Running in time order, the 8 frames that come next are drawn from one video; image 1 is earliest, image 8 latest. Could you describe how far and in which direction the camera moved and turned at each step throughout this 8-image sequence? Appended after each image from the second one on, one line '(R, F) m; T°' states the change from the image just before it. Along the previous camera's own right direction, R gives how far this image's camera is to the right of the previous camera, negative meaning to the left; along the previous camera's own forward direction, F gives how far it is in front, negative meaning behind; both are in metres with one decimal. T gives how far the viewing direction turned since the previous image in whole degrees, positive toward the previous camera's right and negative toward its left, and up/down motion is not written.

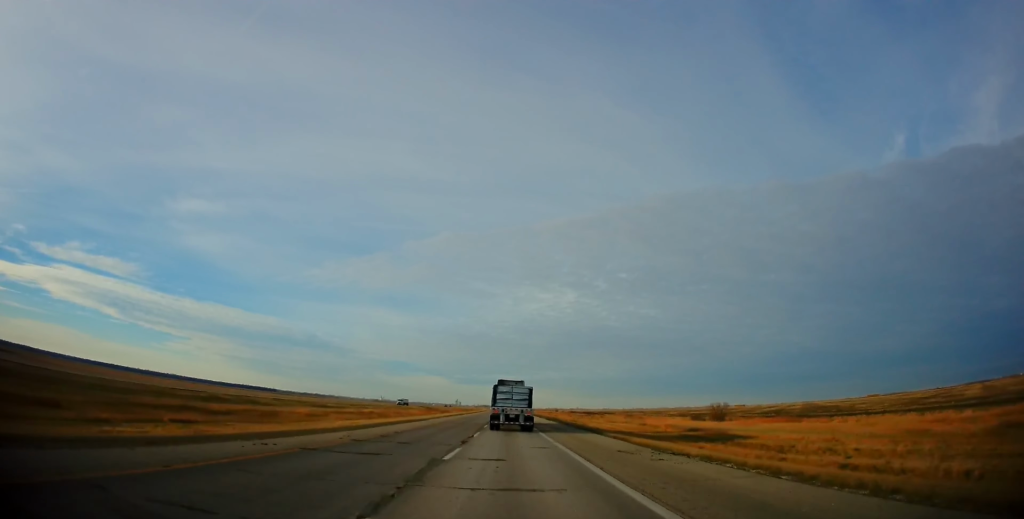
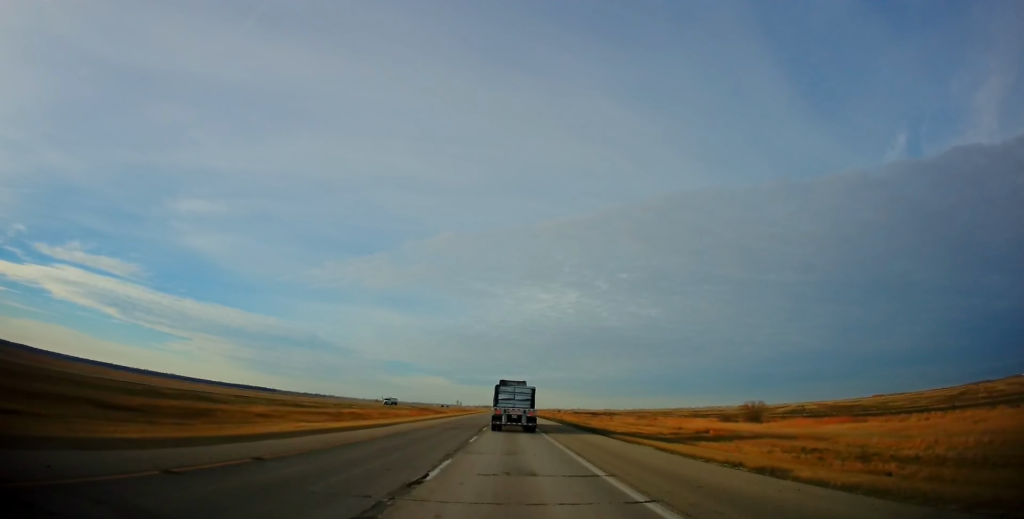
(0.0, +15.8) m; 0°
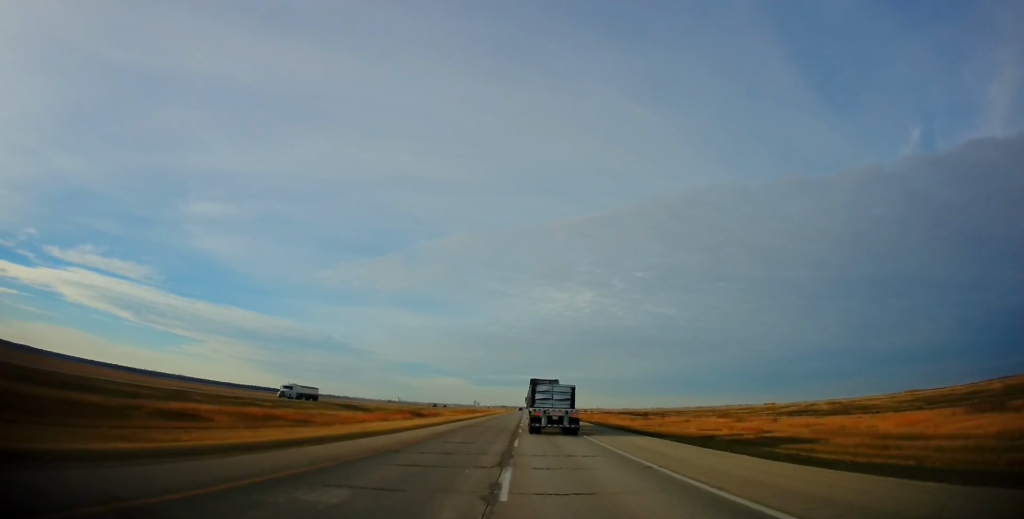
(-0.1, +62.4) m; -1°
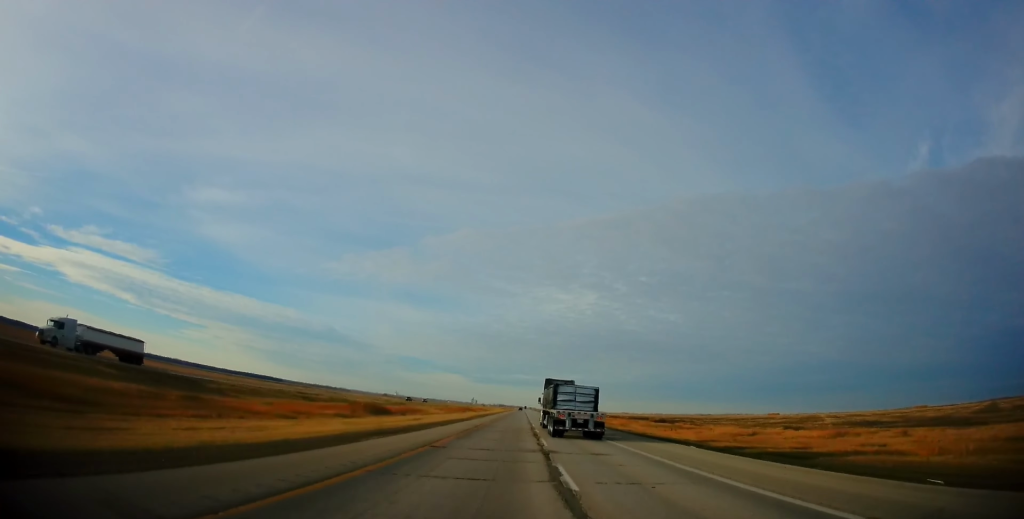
(-0.7, +34.7) m; -1°
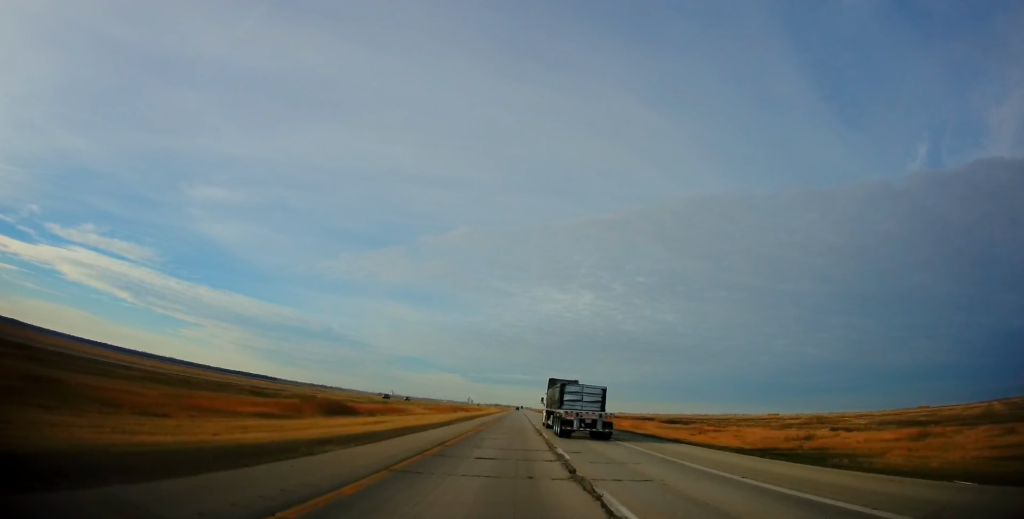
(+0.1, +17.6) m; 0°
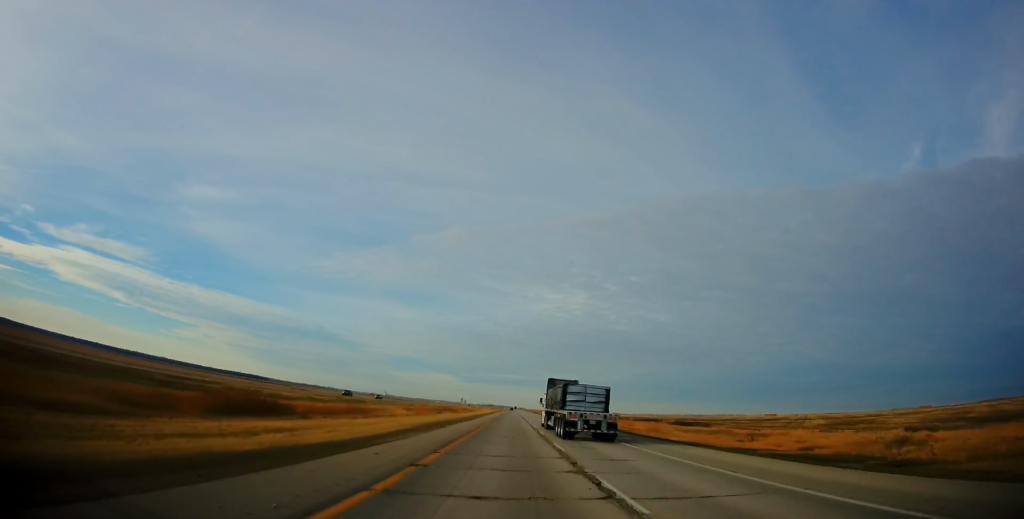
(+0.1, +20.6) m; +1°
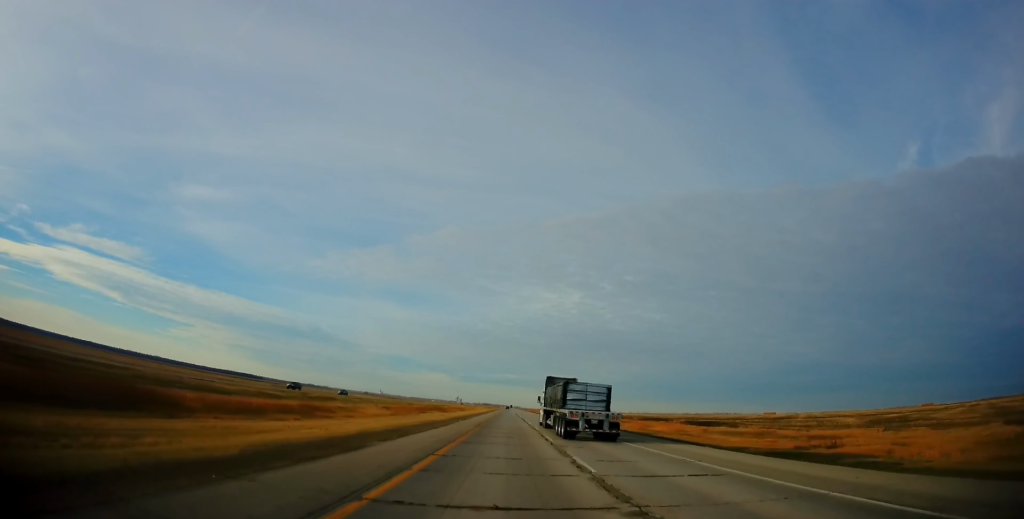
(0.0, +19.6) m; +1°
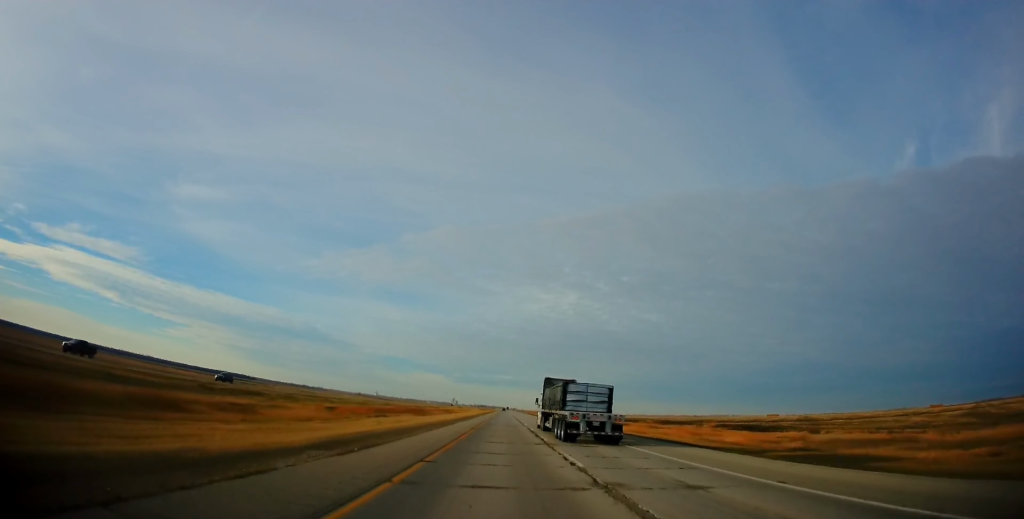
(+0.5, +33.8) m; 0°
